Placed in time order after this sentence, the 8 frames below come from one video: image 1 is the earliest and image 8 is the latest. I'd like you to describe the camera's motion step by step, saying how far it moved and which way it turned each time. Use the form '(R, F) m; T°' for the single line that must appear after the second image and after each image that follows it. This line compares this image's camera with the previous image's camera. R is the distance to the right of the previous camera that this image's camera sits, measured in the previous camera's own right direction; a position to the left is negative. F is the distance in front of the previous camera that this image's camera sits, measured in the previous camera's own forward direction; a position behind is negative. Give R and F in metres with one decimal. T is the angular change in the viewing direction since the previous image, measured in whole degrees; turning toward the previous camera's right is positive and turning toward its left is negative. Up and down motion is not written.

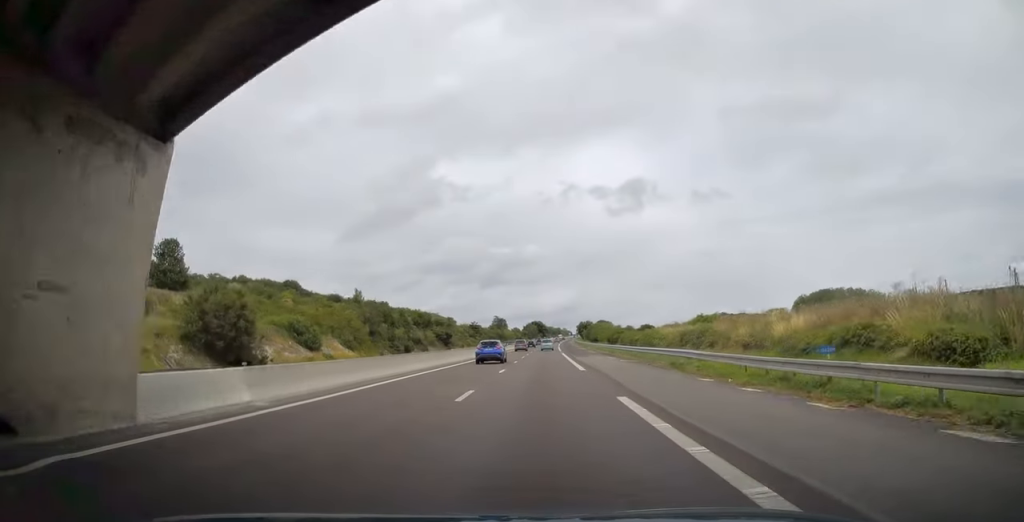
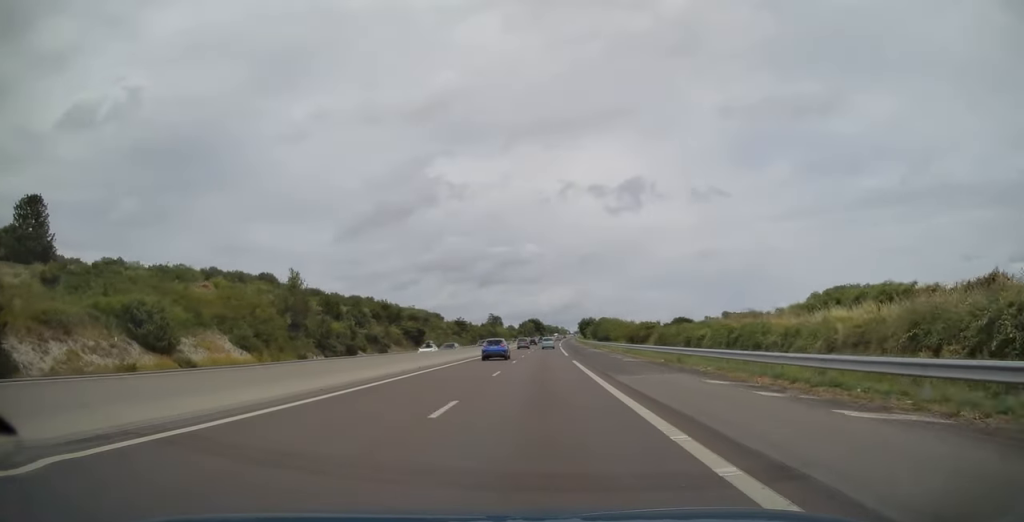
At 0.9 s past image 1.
(0.0, +28.9) m; 0°
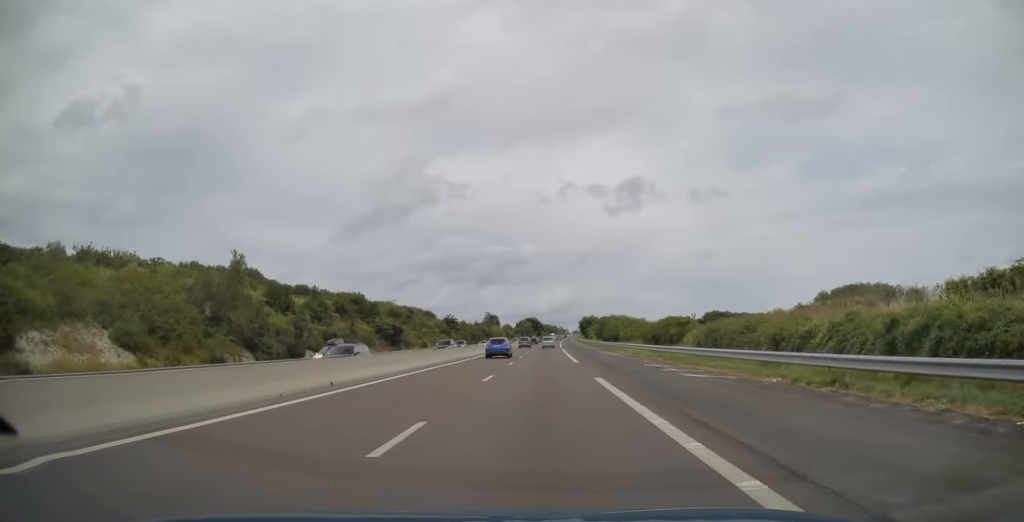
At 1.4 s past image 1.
(0.0, +16.5) m; 0°
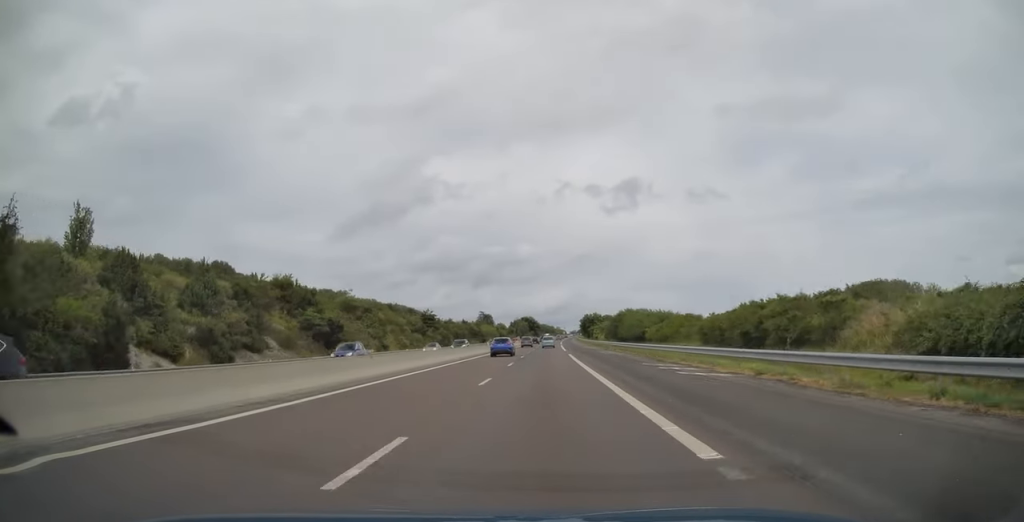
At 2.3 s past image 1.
(+0.2, +27.2) m; 0°
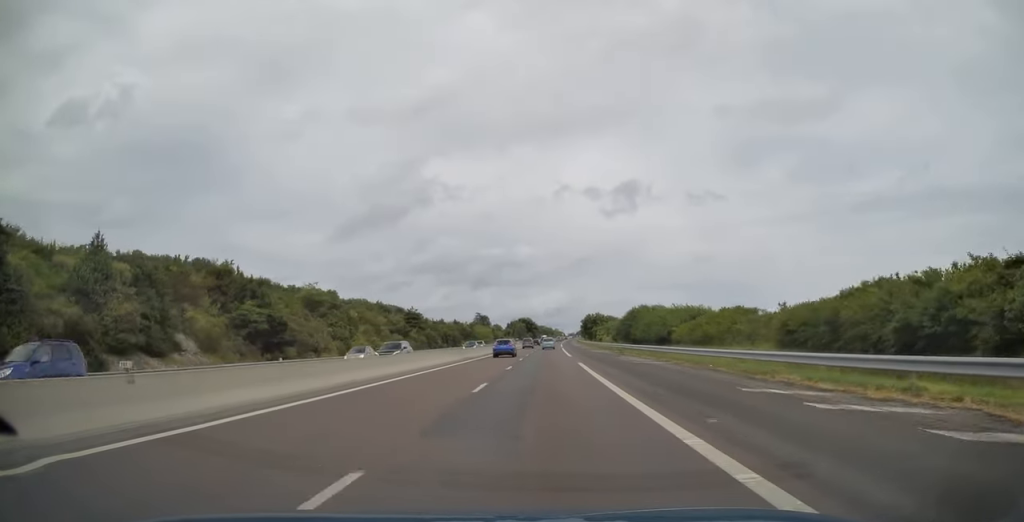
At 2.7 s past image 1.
(+0.2, +15.0) m; 0°
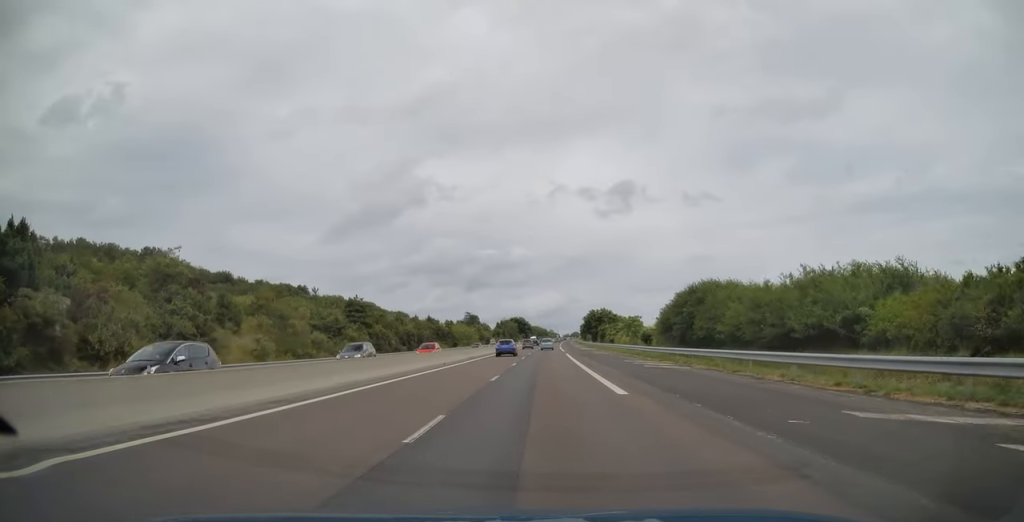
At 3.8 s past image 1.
(-0.3, +33.7) m; 0°
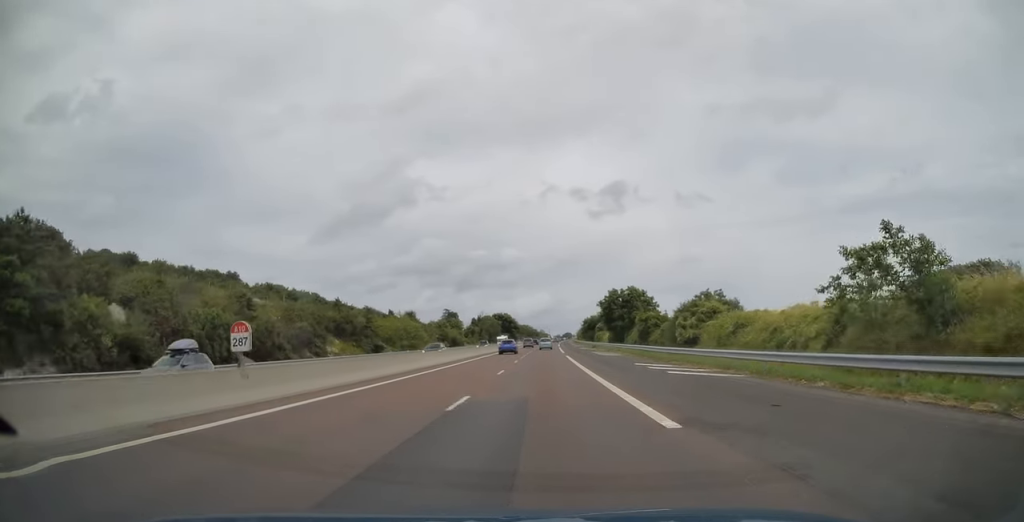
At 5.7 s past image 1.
(+0.8, +62.0) m; +1°
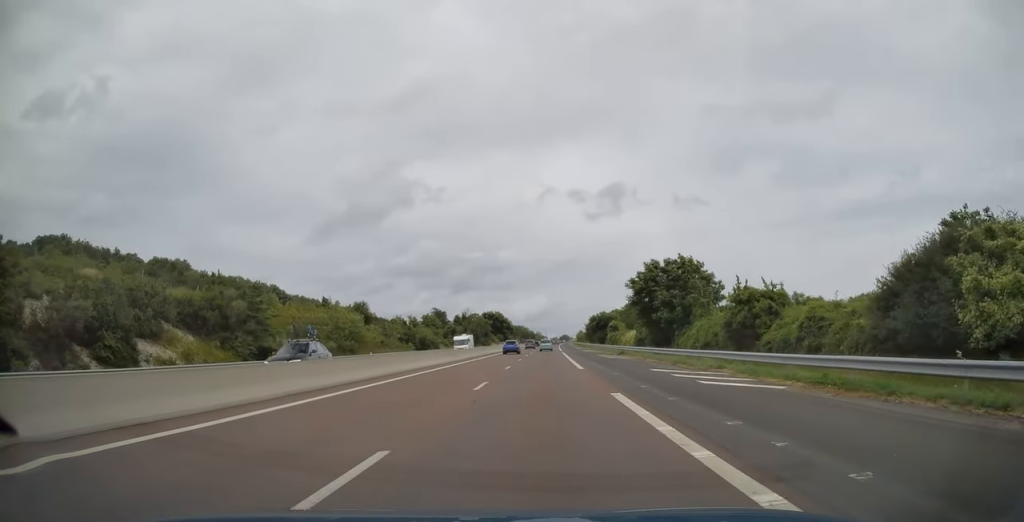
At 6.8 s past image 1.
(+0.1, +34.2) m; +1°
